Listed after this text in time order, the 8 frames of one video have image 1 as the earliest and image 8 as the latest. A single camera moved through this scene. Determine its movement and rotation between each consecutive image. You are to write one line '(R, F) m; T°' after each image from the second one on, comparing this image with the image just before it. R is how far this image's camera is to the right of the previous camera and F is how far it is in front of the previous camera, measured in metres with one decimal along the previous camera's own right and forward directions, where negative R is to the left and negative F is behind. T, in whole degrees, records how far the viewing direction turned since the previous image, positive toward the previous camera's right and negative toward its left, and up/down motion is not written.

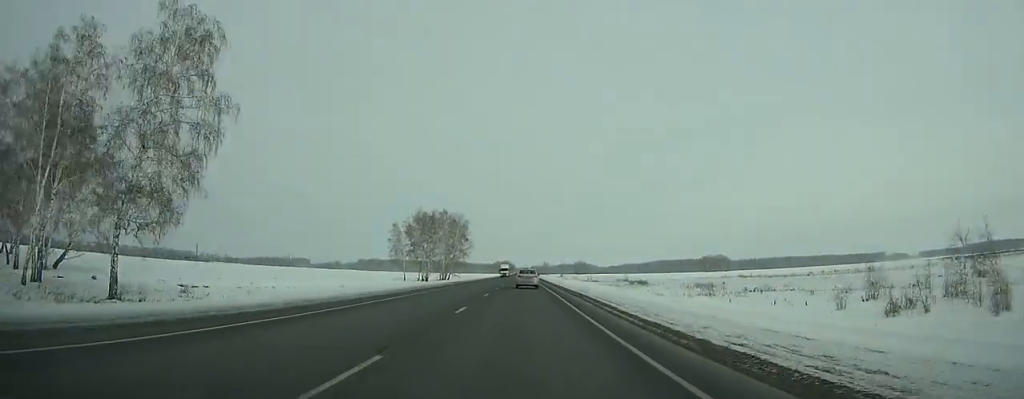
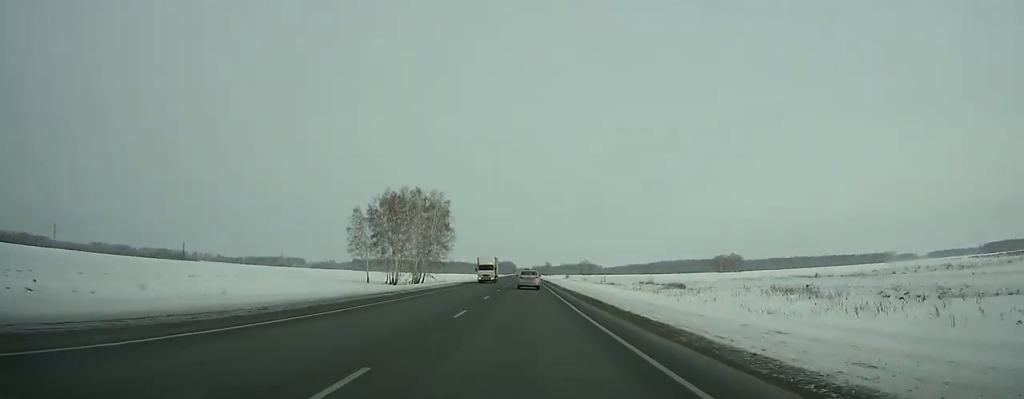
(-0.3, +37.3) m; 0°
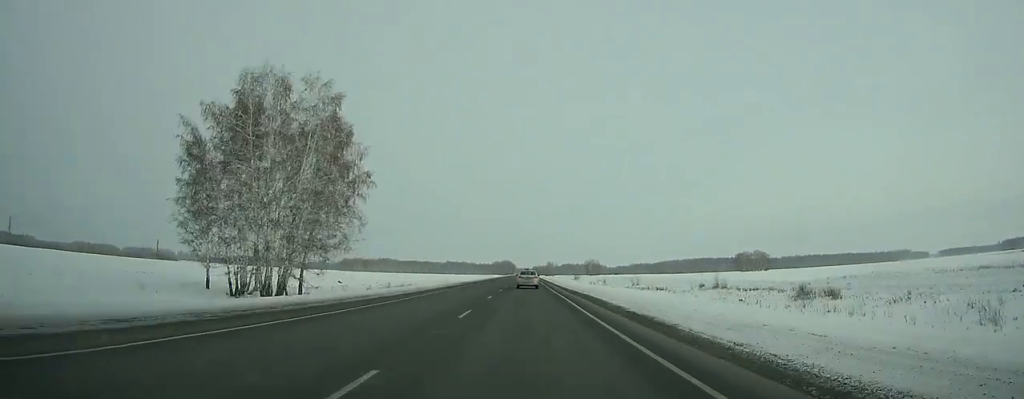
(-0.3, +60.4) m; 0°
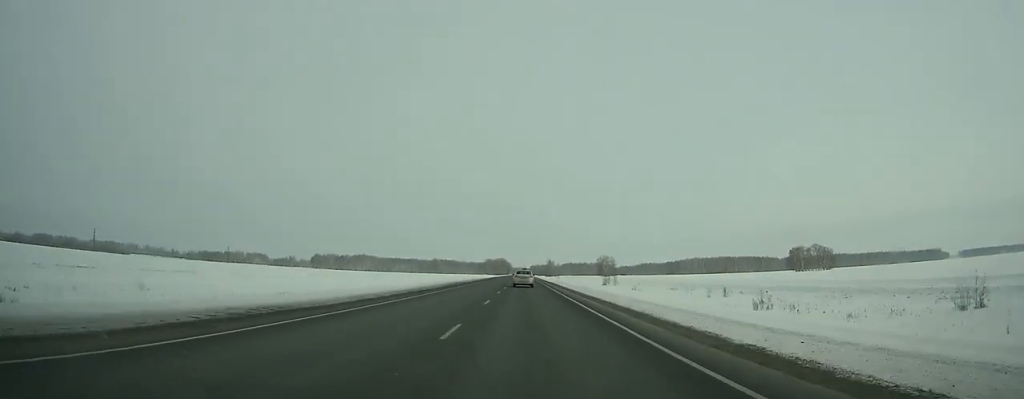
(+0.3, +113.9) m; 0°
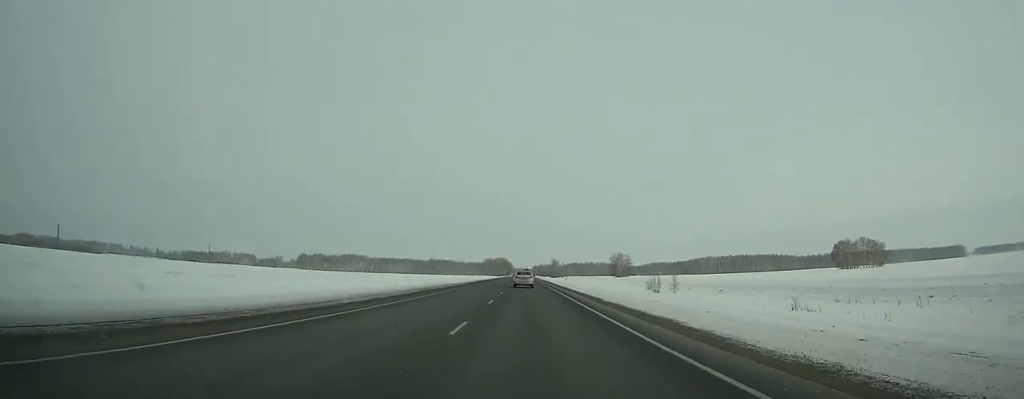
(+0.1, +59.2) m; 0°
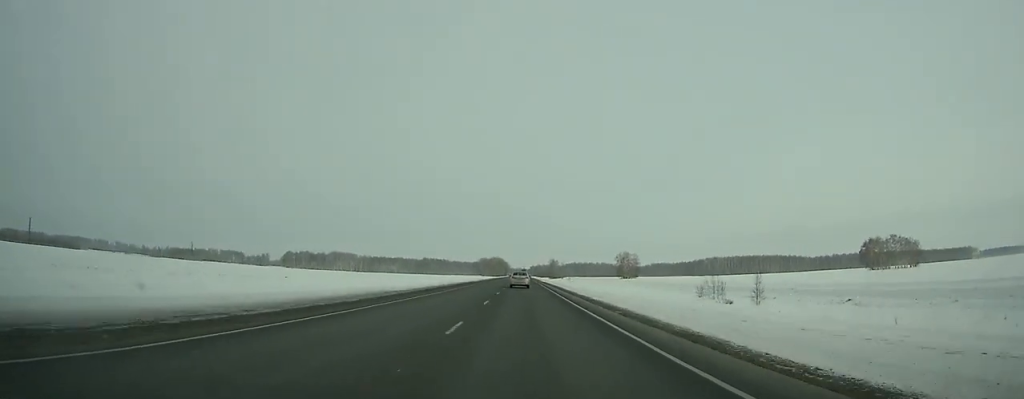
(0.0, +36.0) m; 0°
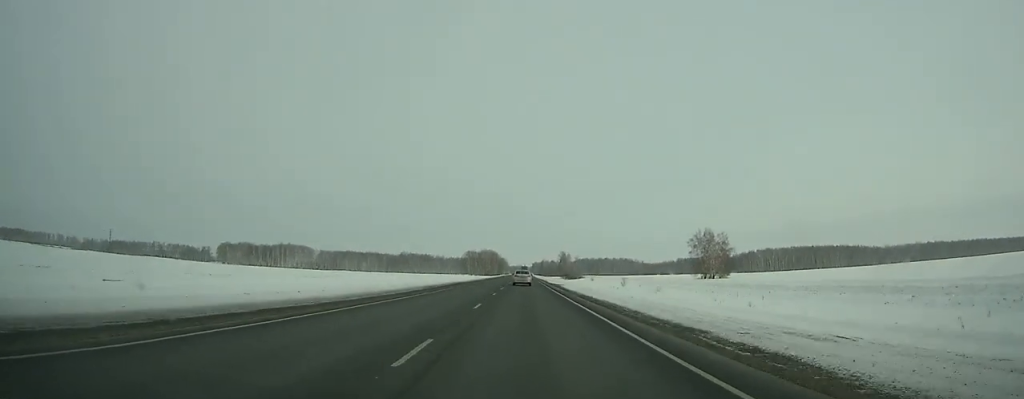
(-0.1, +160.2) m; 0°
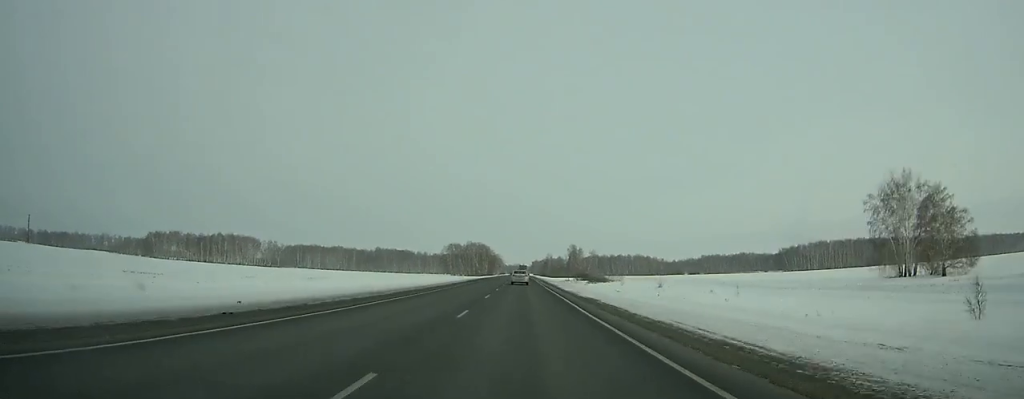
(0.0, +112.5) m; 0°
